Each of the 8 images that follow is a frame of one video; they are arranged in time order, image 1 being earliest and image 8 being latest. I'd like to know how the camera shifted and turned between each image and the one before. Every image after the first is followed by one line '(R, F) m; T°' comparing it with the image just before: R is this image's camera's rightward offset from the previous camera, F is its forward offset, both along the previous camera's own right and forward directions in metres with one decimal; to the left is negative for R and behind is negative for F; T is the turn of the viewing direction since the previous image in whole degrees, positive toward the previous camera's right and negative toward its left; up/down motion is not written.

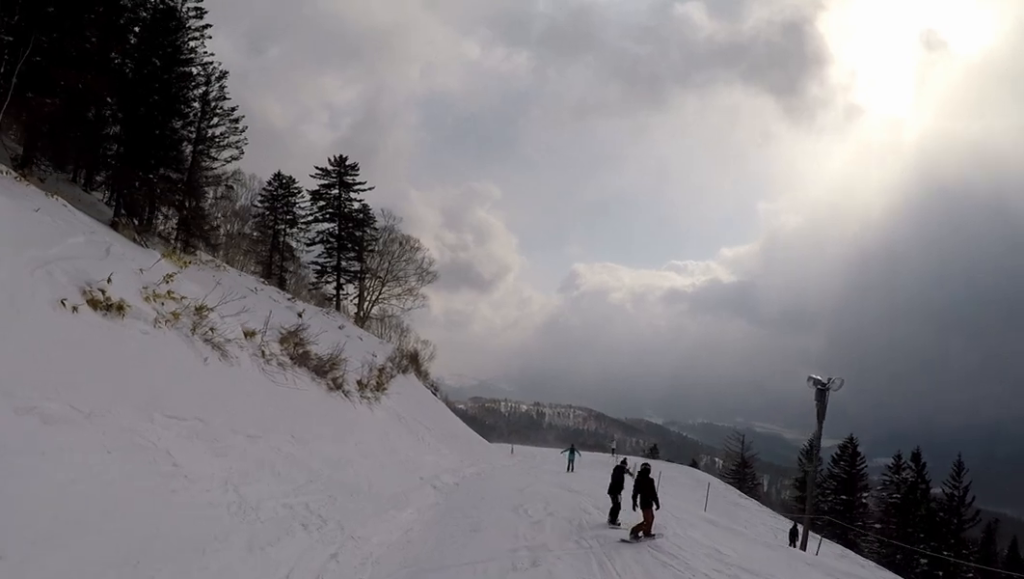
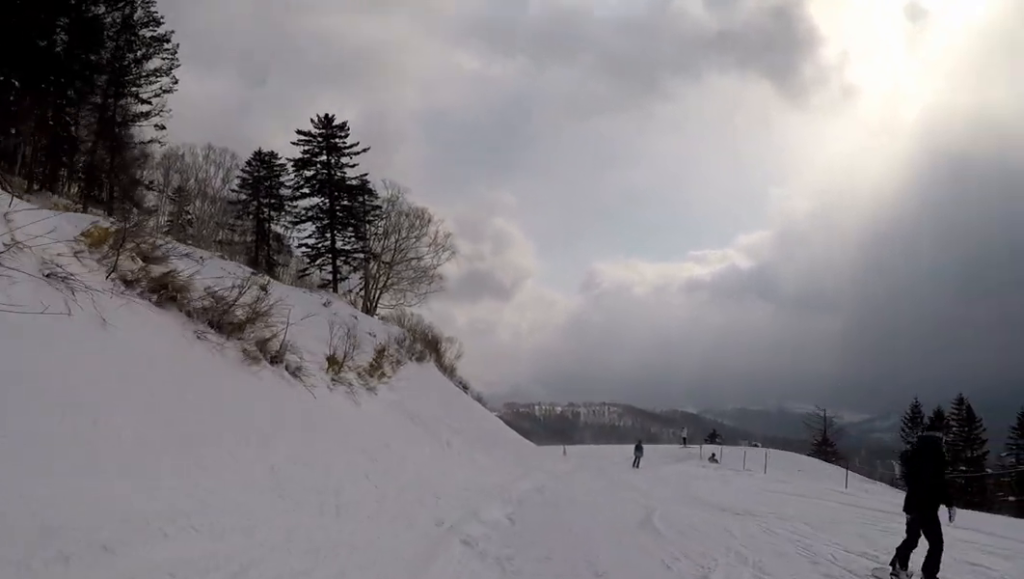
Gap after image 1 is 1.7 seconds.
(+1.8, +11.8) m; +3°
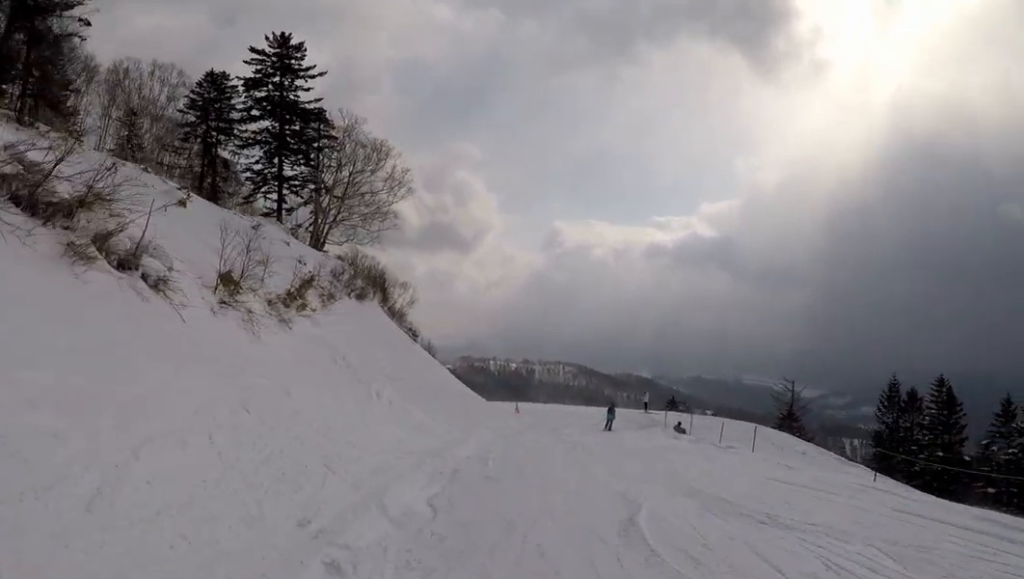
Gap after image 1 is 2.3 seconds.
(-0.3, +4.0) m; -7°
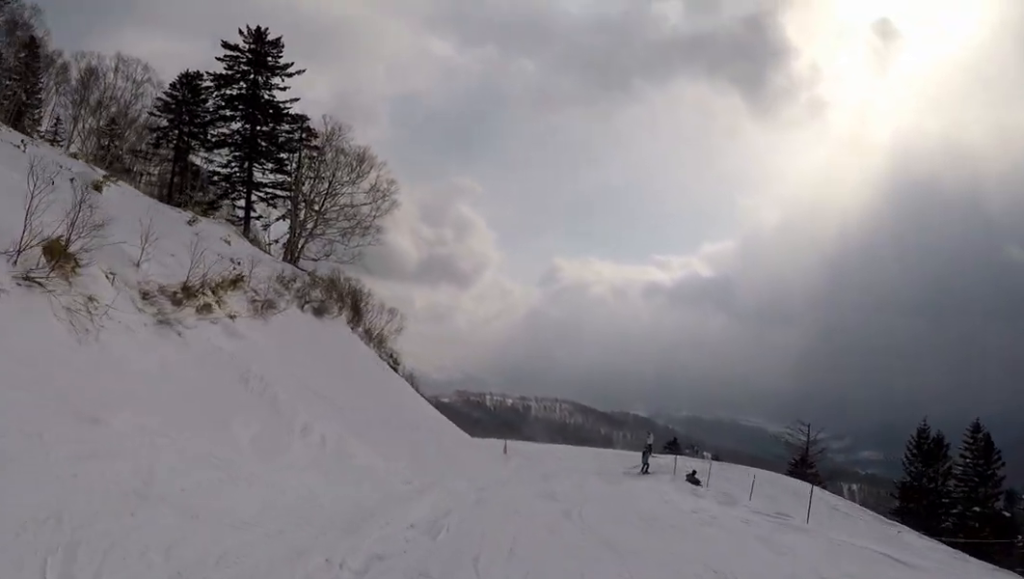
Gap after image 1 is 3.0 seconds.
(-0.3, +5.5) m; +7°
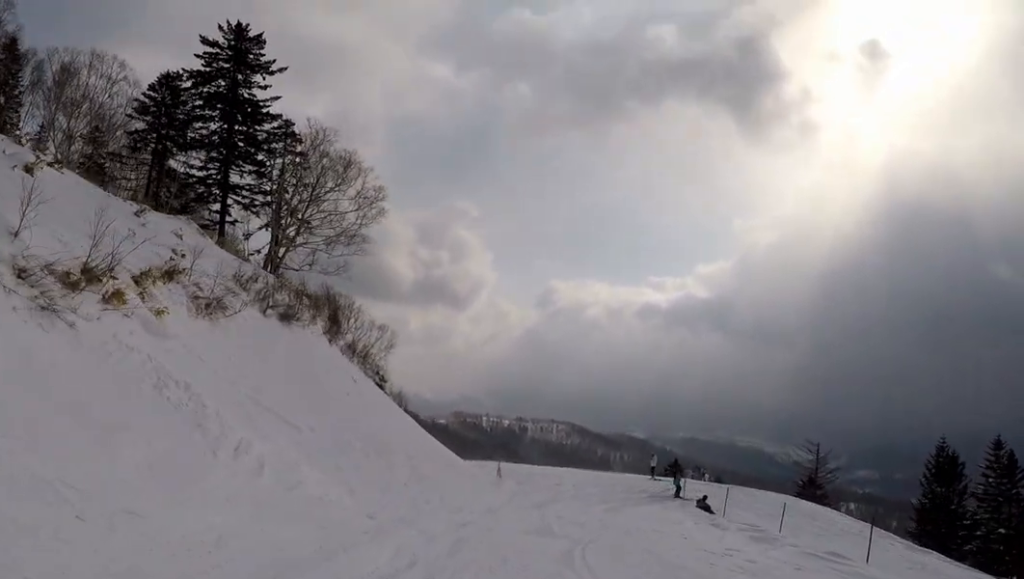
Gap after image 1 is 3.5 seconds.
(+0.2, +3.2) m; +2°
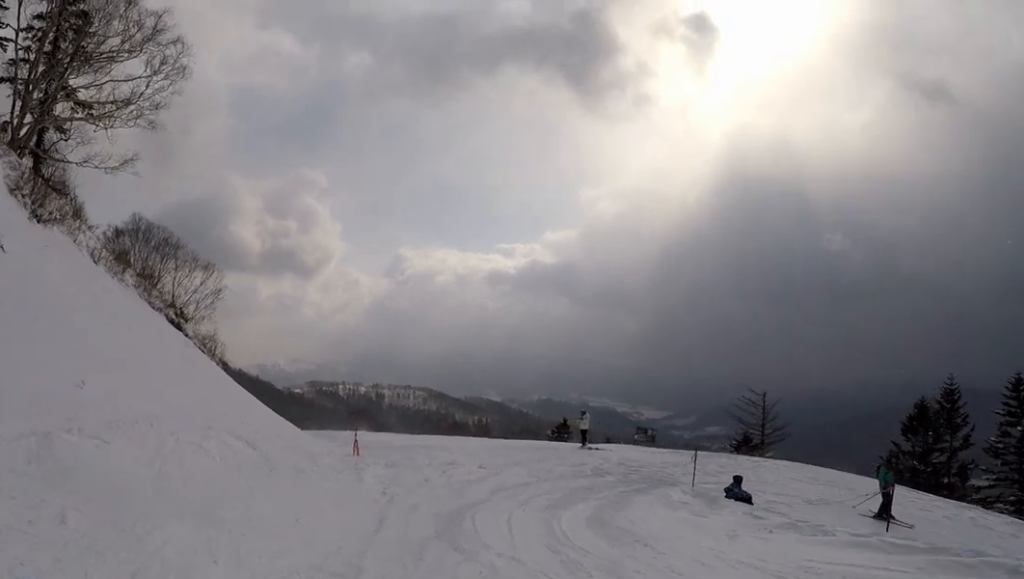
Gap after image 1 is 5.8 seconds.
(+0.9, +14.6) m; +16°
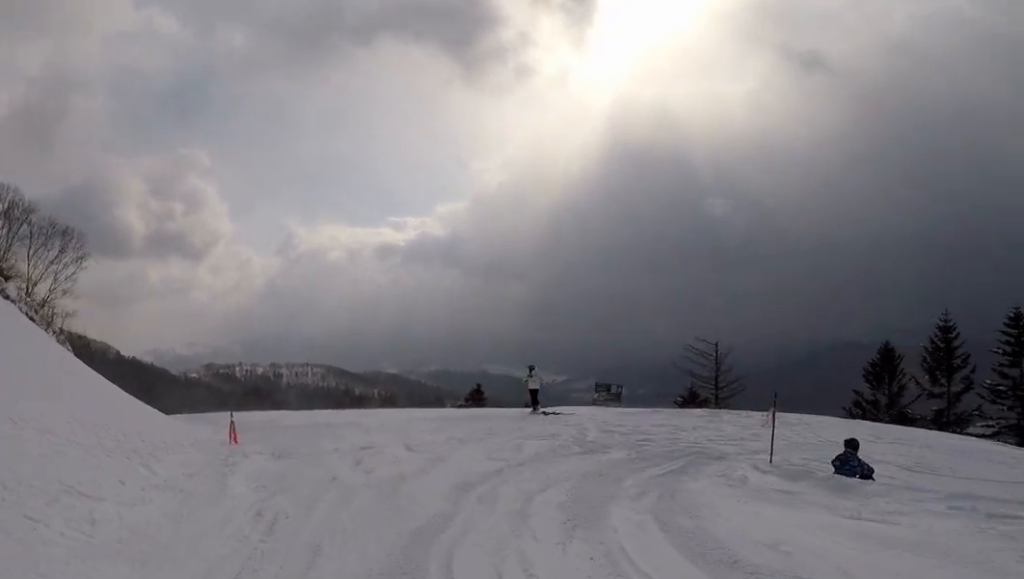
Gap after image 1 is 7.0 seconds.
(+0.7, +6.1) m; +16°
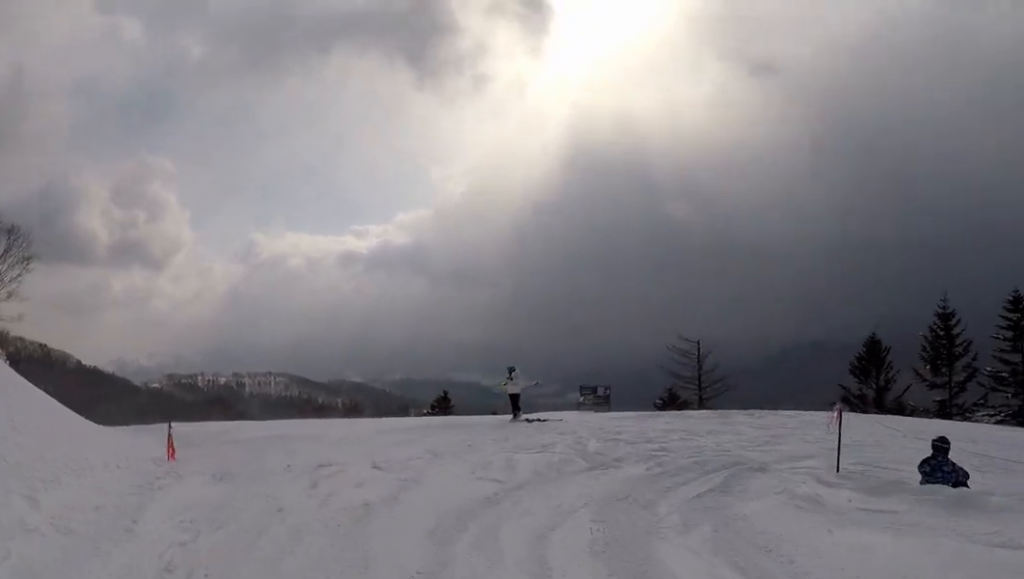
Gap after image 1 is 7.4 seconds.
(-0.1, +1.9) m; +8°
